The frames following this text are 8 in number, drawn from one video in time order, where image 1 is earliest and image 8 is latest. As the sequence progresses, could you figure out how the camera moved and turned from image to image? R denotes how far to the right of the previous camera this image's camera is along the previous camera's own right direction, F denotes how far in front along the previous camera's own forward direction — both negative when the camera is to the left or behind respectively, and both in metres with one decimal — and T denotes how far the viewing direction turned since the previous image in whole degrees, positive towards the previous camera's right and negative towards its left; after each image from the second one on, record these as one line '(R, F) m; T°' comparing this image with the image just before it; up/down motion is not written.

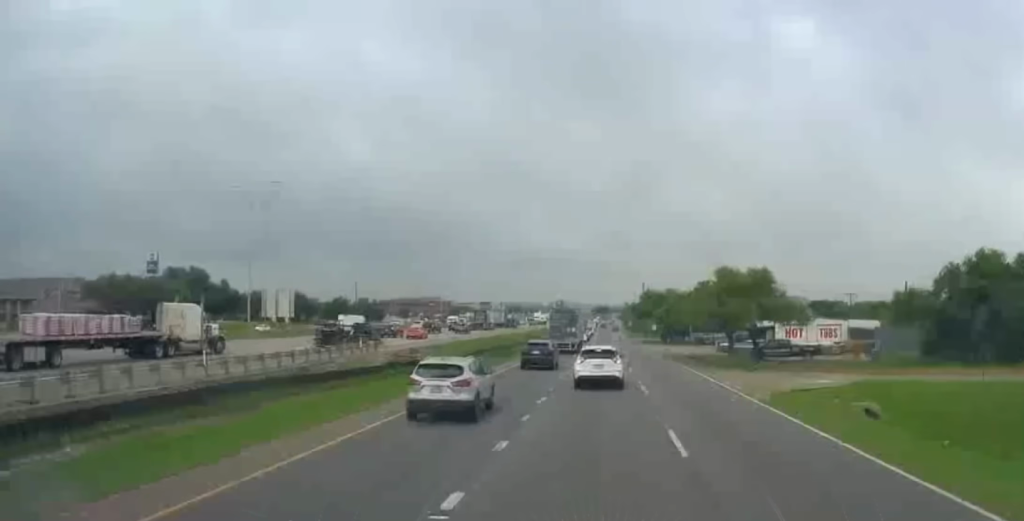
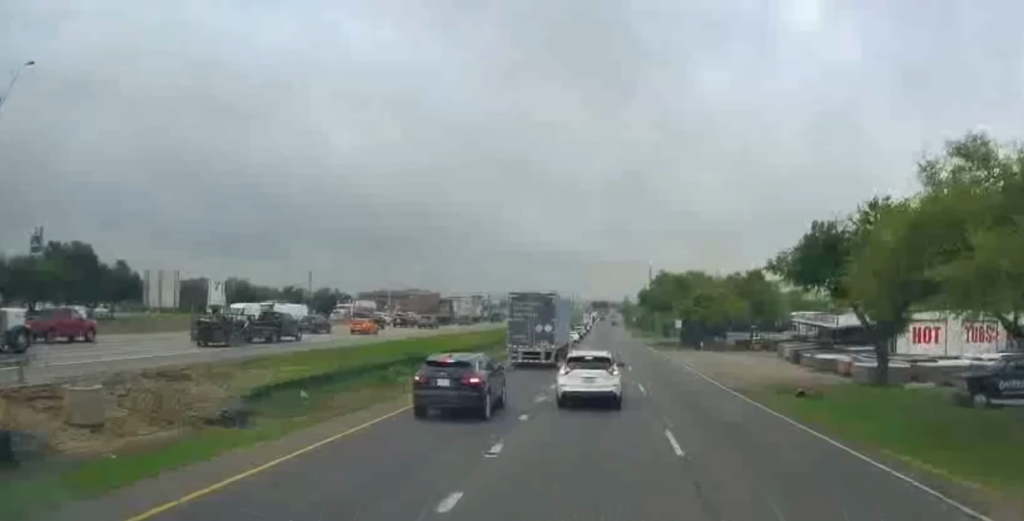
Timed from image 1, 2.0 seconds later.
(+0.4, +38.4) m; 0°
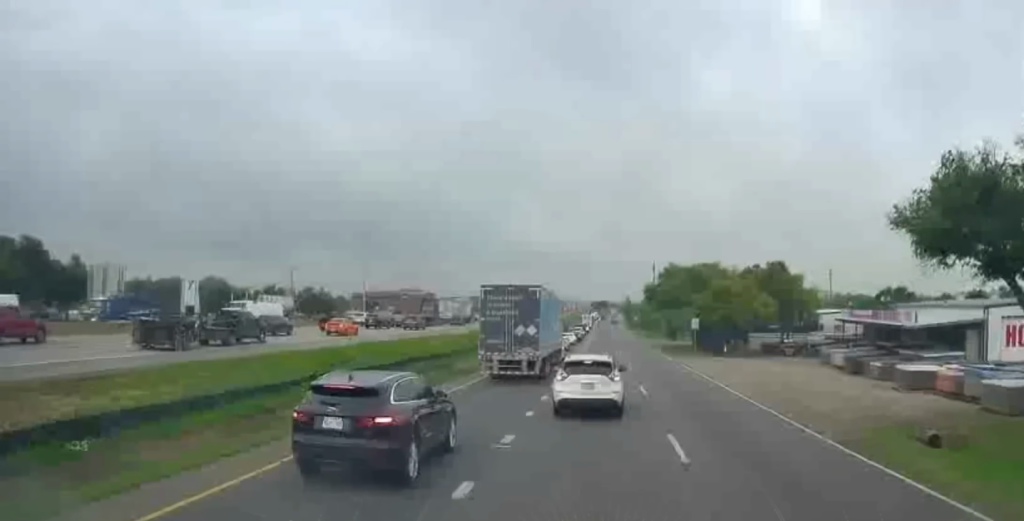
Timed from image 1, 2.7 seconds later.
(0.0, +12.9) m; 0°
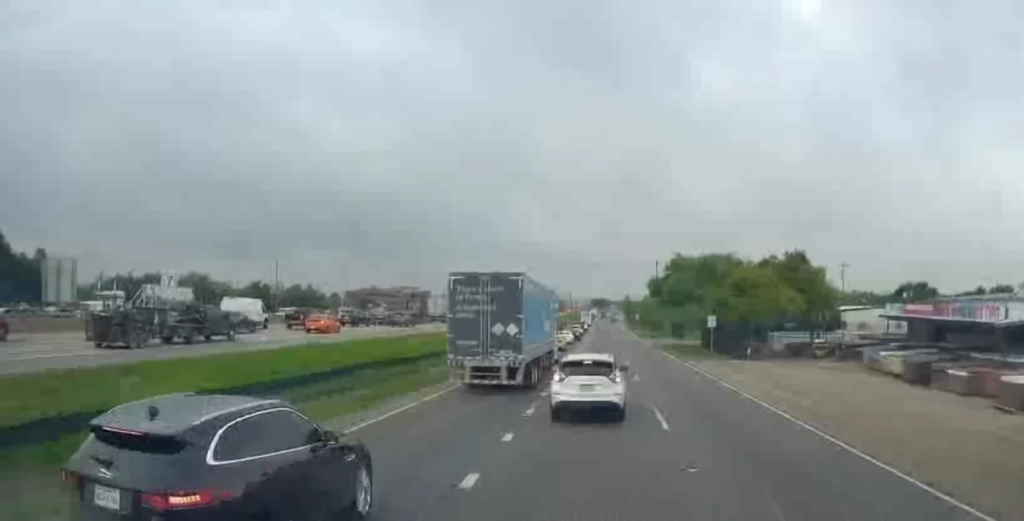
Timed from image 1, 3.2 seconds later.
(0.0, +9.1) m; 0°
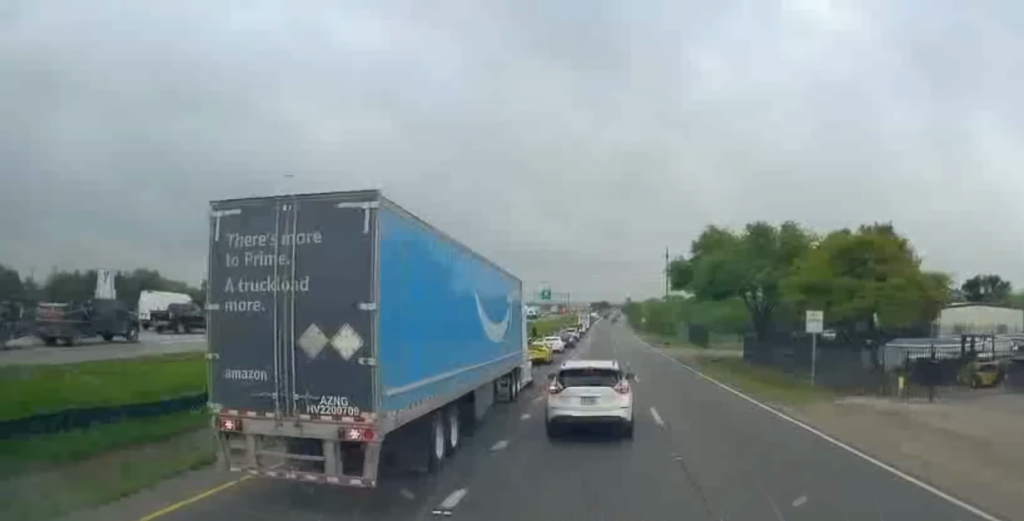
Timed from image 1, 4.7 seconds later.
(+0.3, +23.2) m; 0°
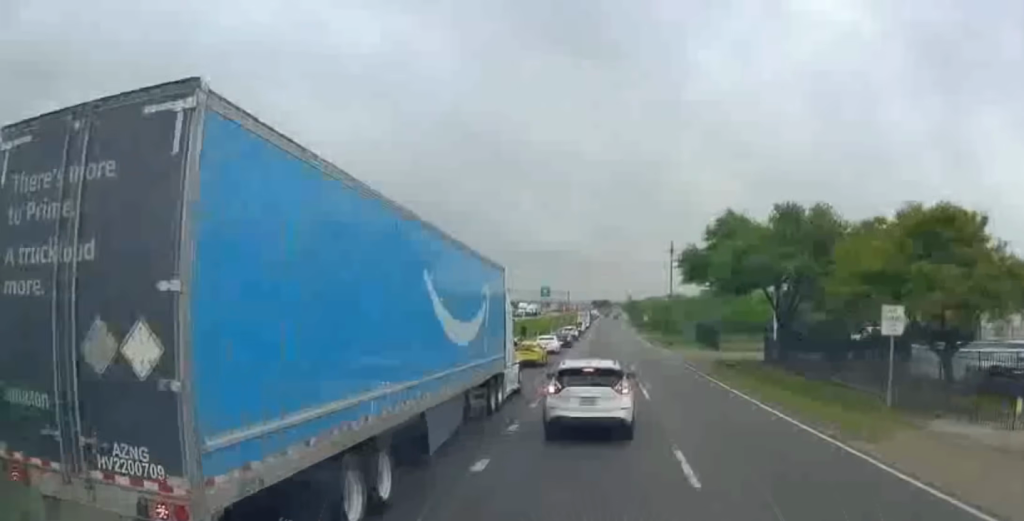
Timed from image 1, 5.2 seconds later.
(+0.1, +6.9) m; -1°
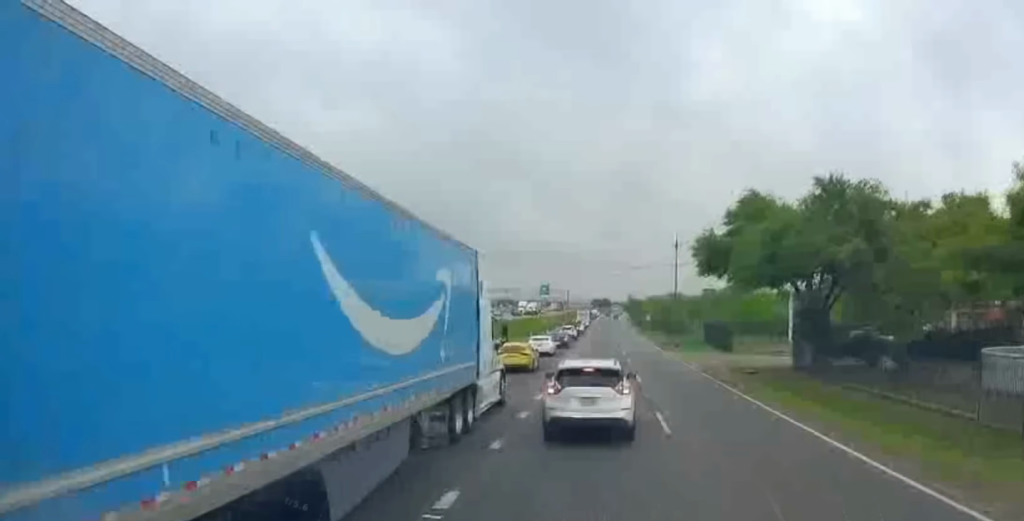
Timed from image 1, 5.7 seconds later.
(-0.2, +6.7) m; -1°
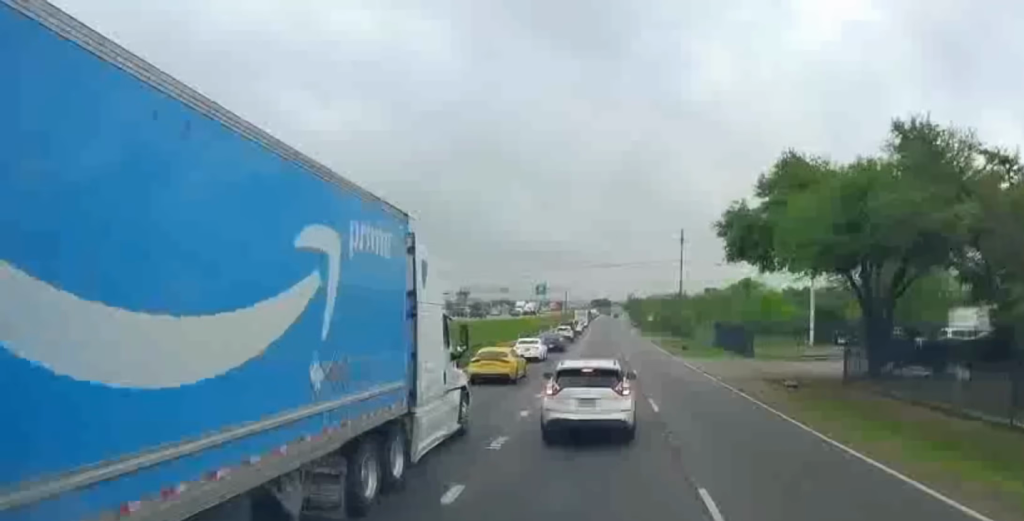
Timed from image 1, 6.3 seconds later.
(-0.1, +8.4) m; -1°
